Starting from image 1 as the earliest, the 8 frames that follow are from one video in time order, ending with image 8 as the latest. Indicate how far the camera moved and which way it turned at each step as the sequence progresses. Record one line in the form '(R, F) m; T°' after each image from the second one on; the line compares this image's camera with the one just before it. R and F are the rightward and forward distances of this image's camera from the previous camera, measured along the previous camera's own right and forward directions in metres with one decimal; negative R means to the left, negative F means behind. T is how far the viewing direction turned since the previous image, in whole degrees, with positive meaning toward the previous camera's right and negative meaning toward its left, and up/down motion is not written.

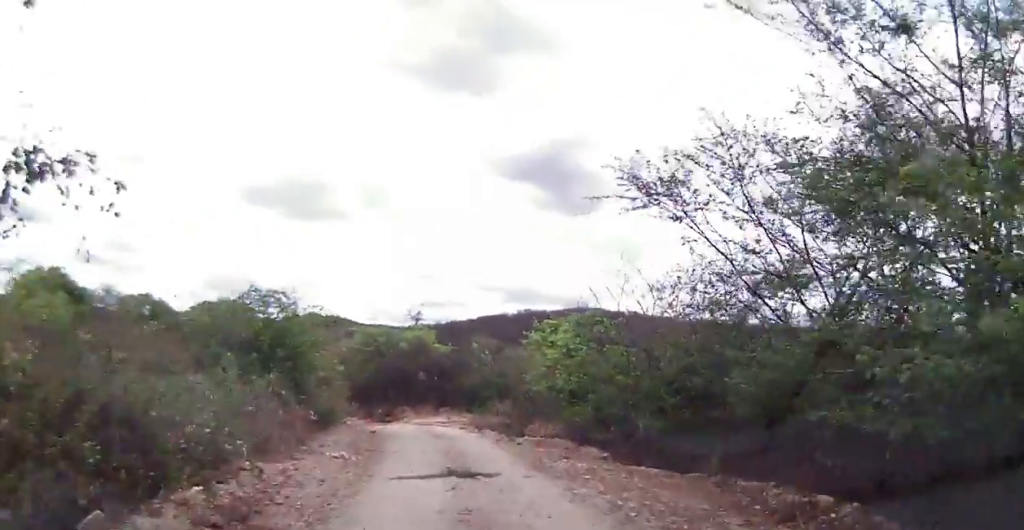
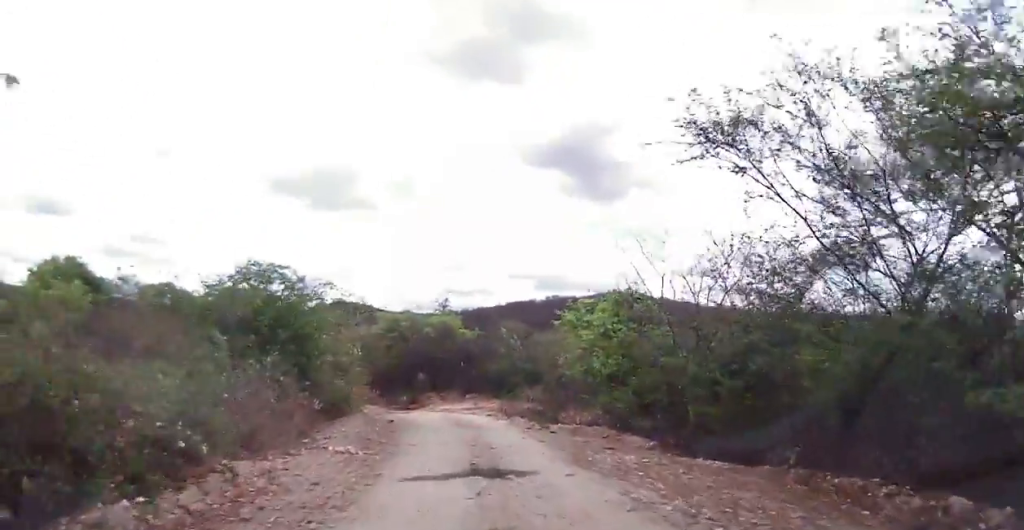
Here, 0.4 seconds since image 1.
(+0.1, +2.1) m; -1°
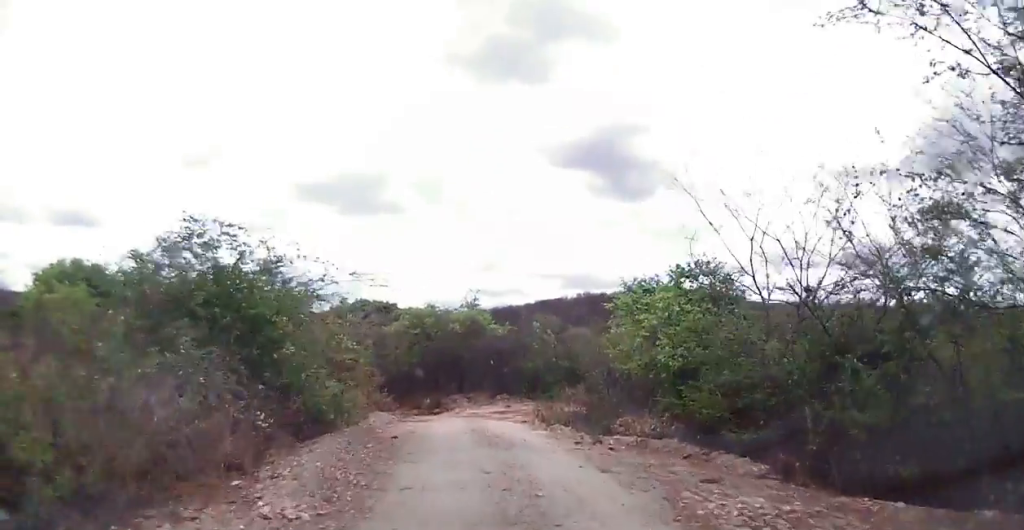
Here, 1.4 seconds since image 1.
(-0.5, +4.8) m; -12°
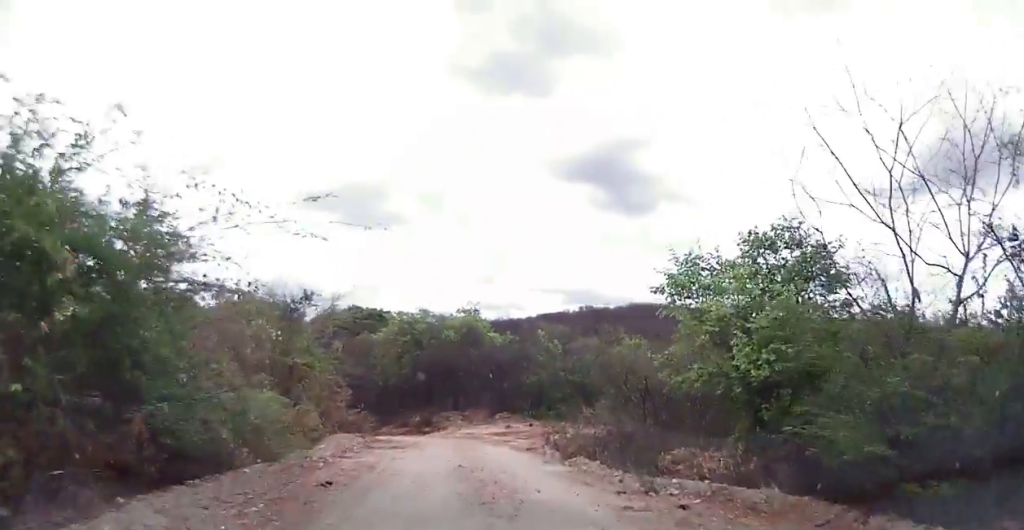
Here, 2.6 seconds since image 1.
(-0.3, +5.7) m; 0°
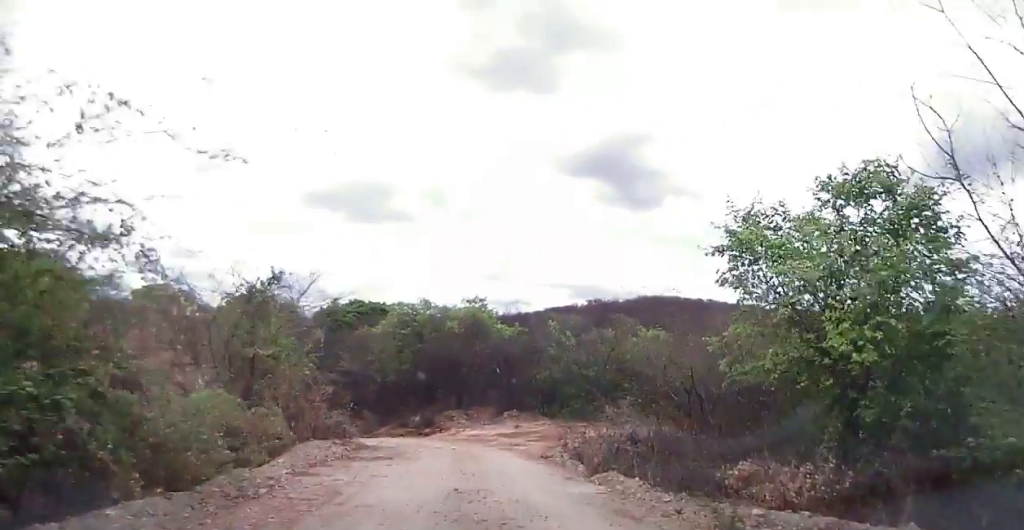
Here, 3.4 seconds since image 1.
(+0.3, +3.4) m; 0°
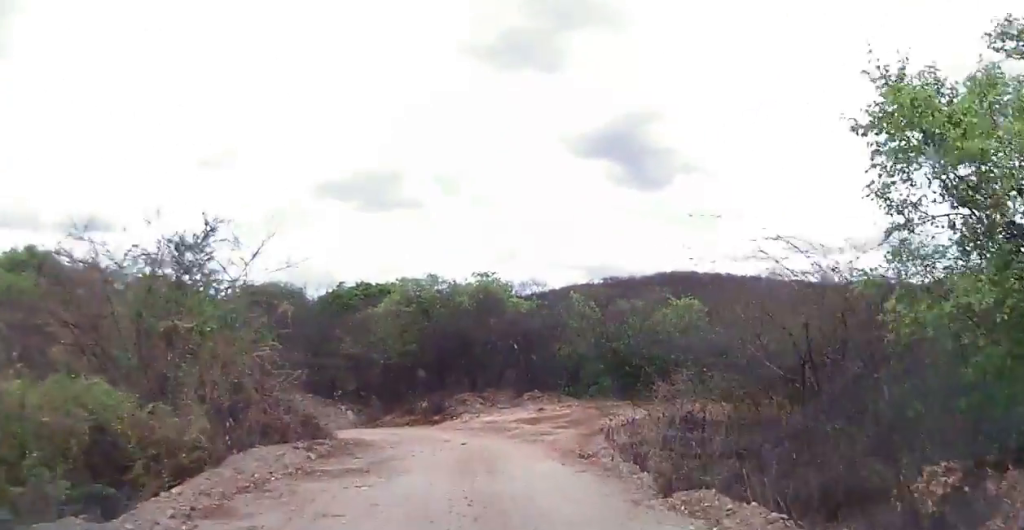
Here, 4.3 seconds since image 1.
(-0.5, +4.3) m; -6°
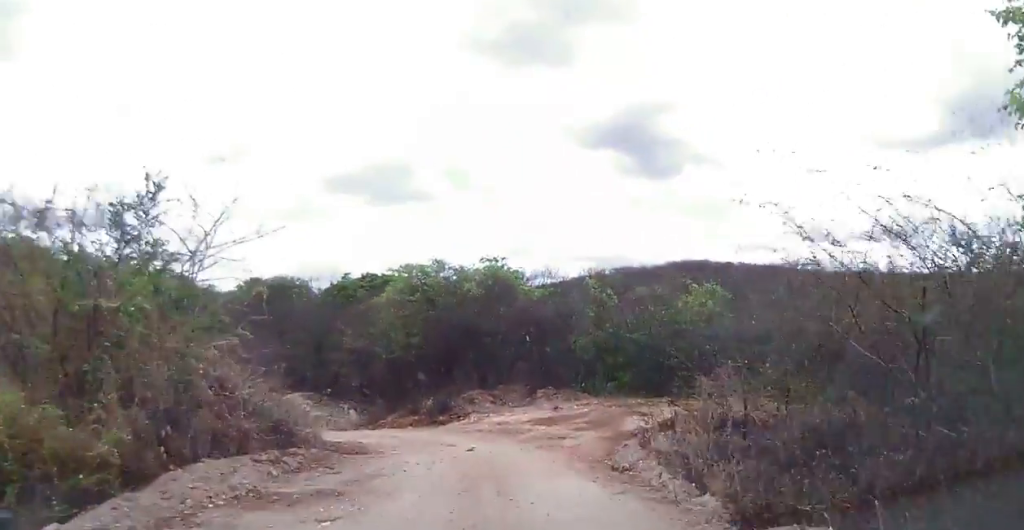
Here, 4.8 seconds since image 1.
(0.0, +2.2) m; 0°
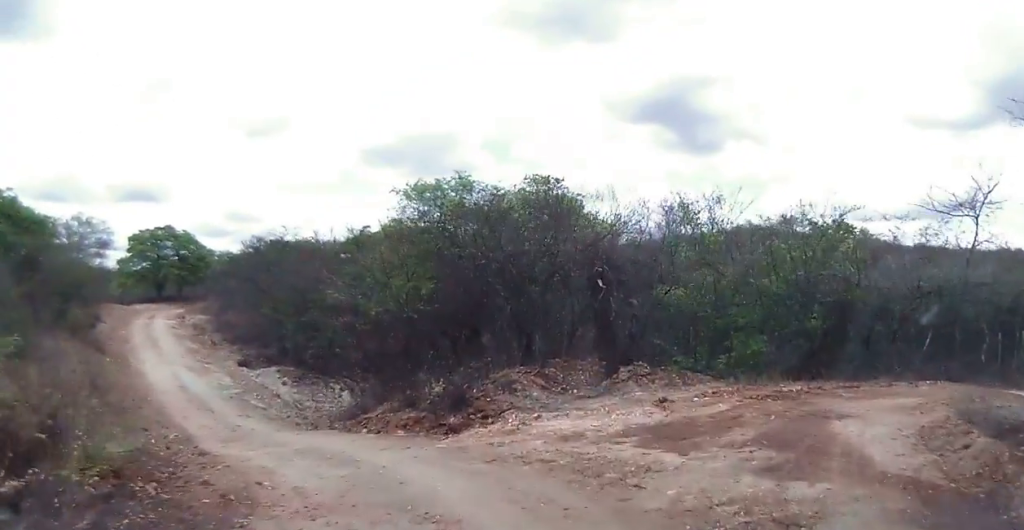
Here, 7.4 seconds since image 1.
(+1.1, +11.6) m; +6°
